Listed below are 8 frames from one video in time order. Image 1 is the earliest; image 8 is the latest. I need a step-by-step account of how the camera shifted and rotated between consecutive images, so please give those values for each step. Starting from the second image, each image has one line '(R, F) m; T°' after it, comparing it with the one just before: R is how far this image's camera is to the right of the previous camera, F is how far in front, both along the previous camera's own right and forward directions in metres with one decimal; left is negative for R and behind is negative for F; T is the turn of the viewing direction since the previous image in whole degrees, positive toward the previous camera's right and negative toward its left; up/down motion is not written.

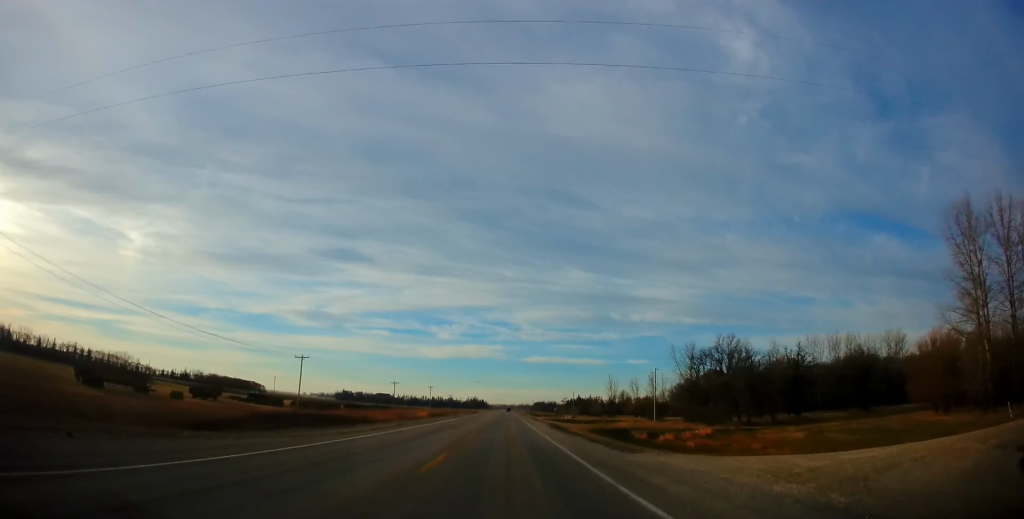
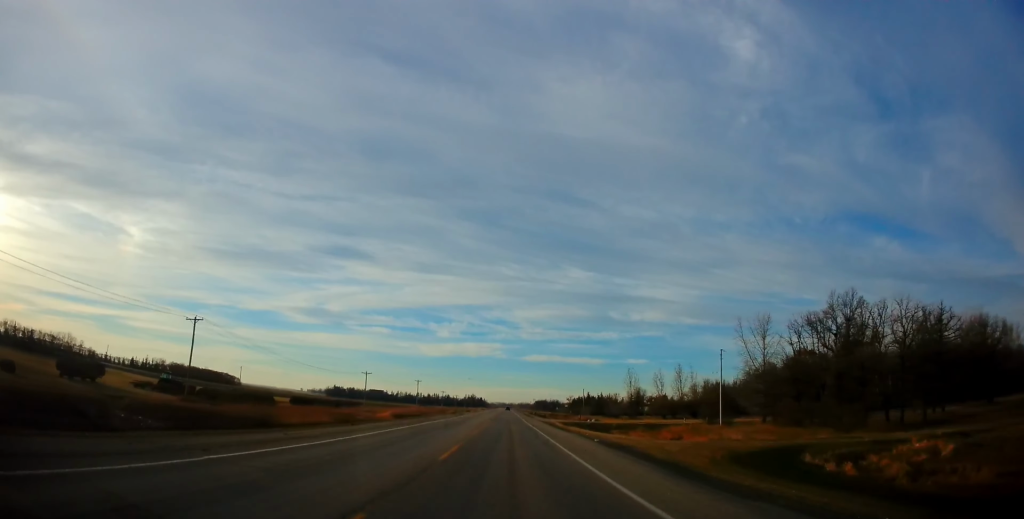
(+0.1, +33.7) m; 0°
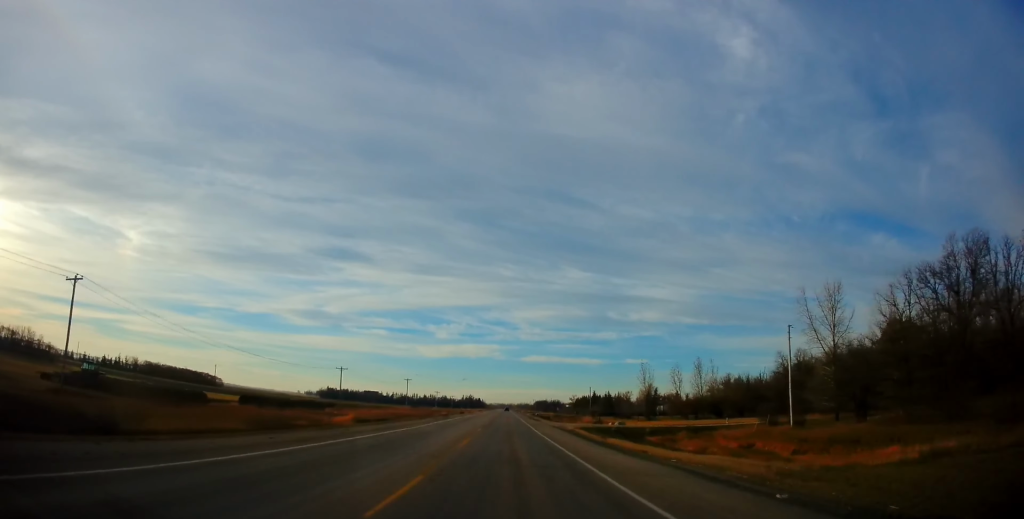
(0.0, +19.3) m; 0°
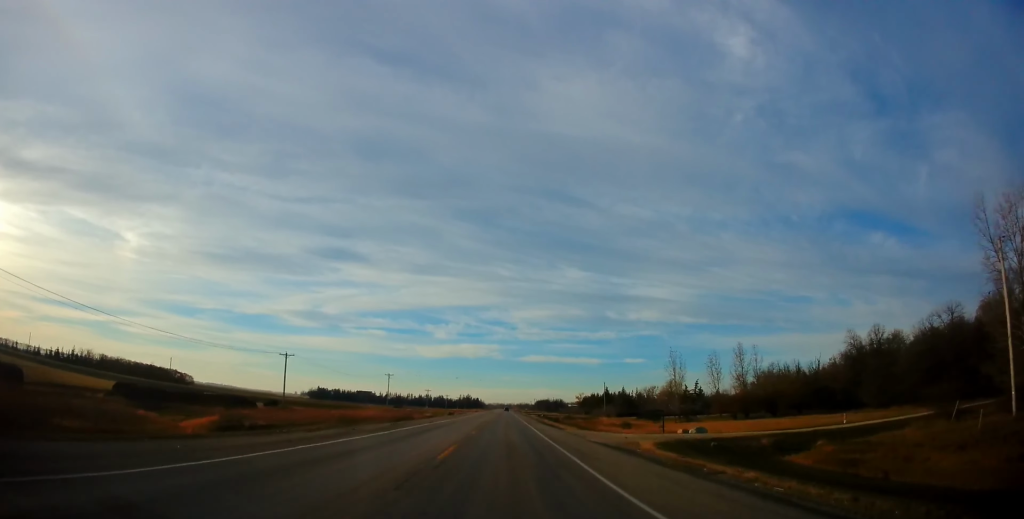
(+0.1, +29.1) m; 0°
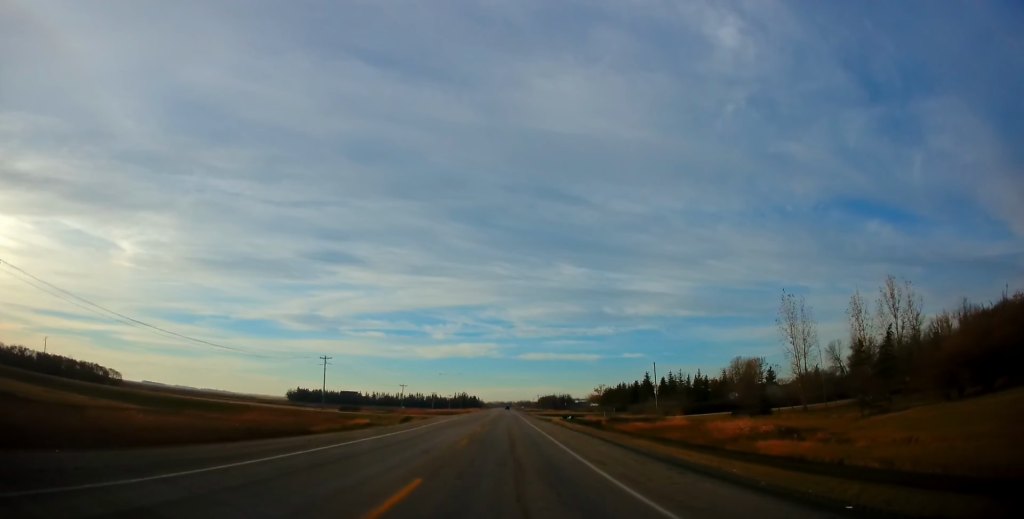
(-0.2, +55.3) m; 0°
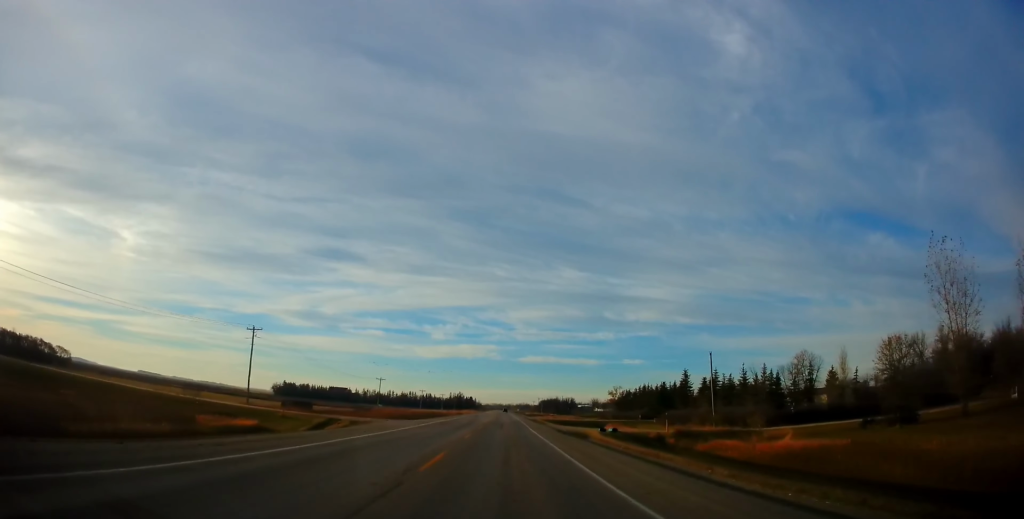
(+0.1, +29.7) m; 0°
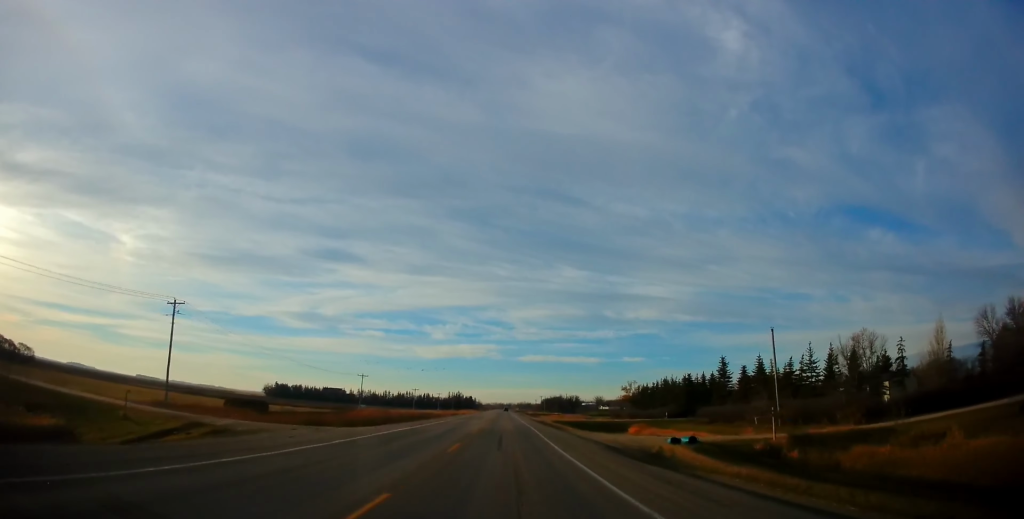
(0.0, +18.3) m; 0°
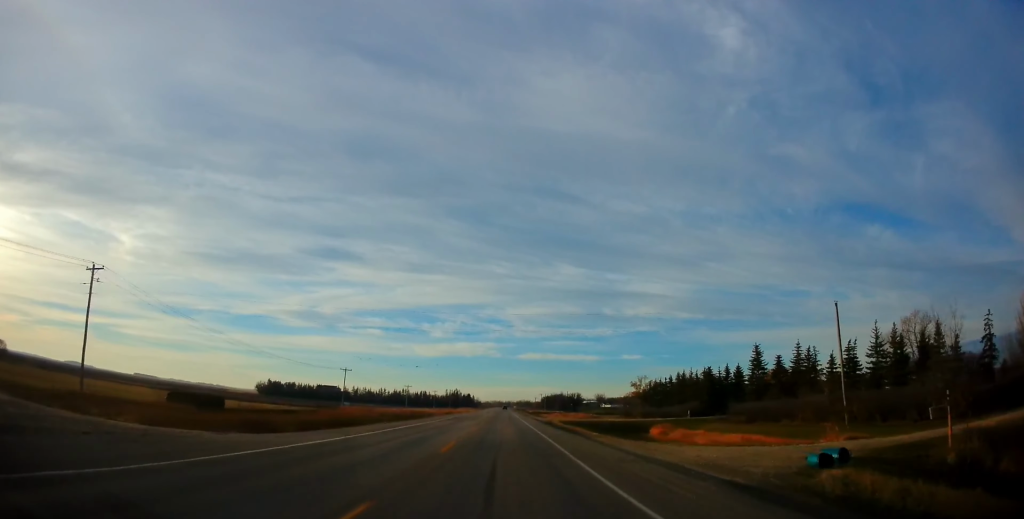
(0.0, +12.4) m; 0°
